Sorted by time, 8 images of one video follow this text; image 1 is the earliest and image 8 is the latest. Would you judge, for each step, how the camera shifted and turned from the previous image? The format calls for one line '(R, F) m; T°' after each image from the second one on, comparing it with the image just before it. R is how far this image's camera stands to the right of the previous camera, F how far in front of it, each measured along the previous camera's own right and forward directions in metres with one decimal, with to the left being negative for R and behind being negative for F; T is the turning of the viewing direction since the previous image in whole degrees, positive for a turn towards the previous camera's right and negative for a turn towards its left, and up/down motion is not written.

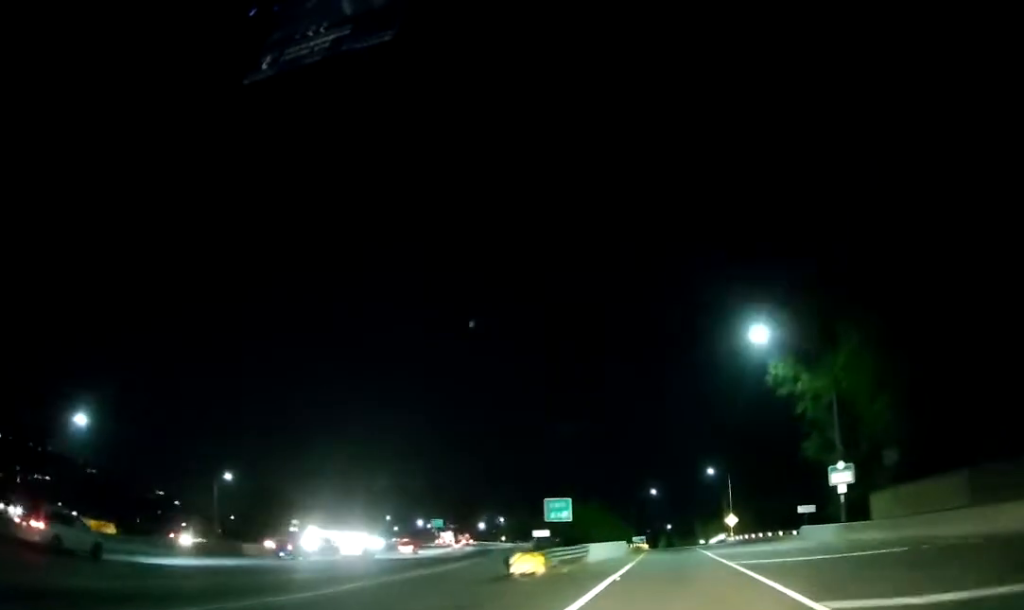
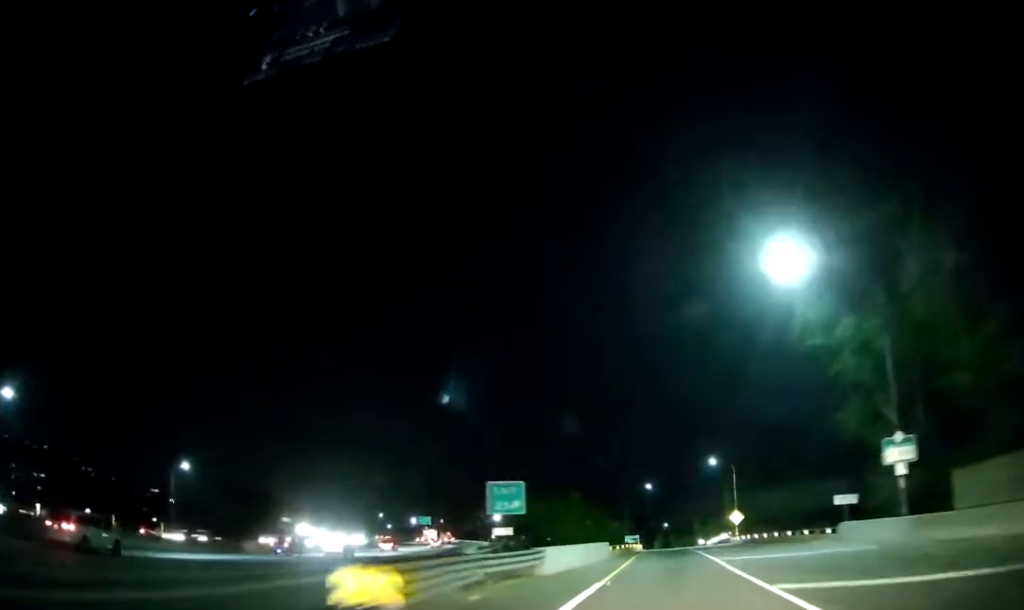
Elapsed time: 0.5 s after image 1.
(0.0, +11.7) m; 0°
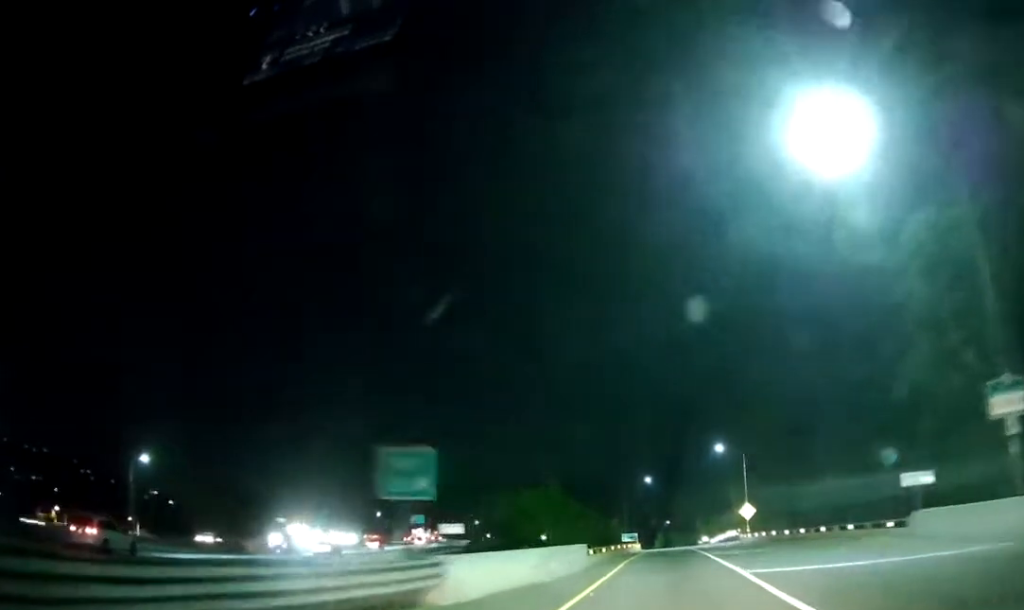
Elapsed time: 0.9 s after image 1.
(-0.1, +11.5) m; 0°
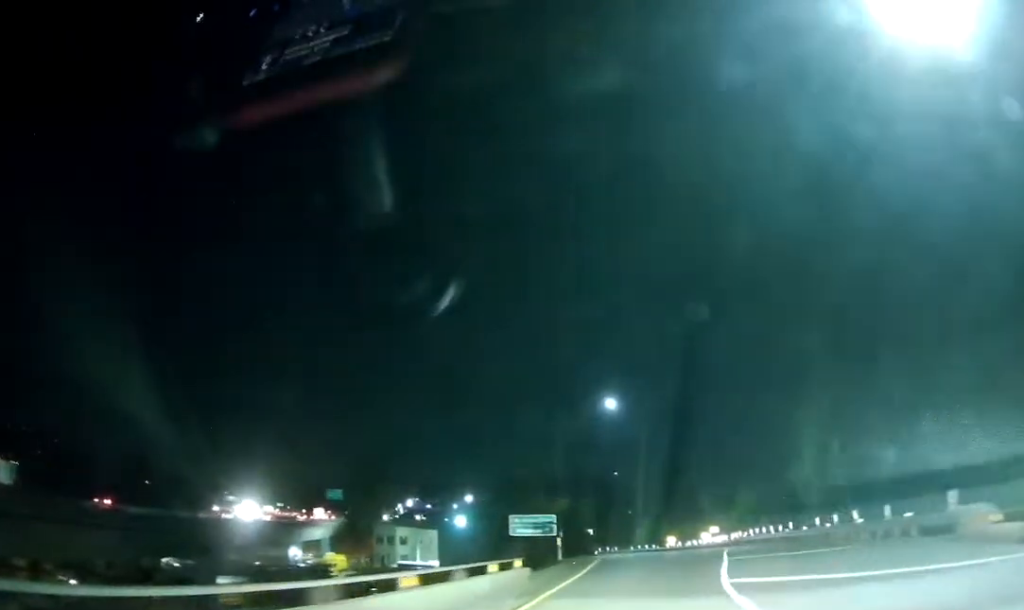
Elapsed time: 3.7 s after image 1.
(-0.1, +66.9) m; 0°
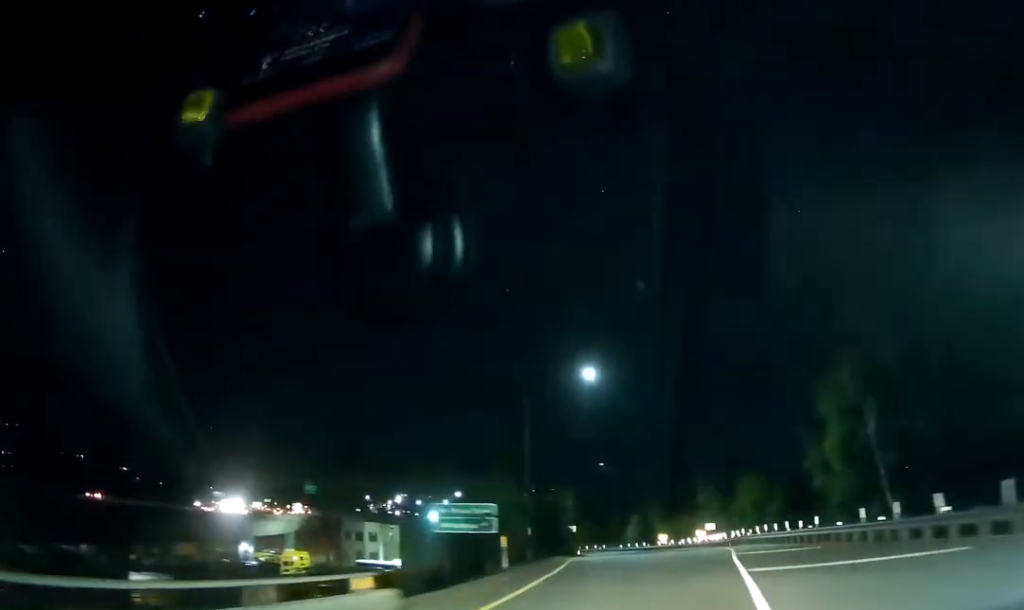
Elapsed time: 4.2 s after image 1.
(0.0, +10.8) m; 0°
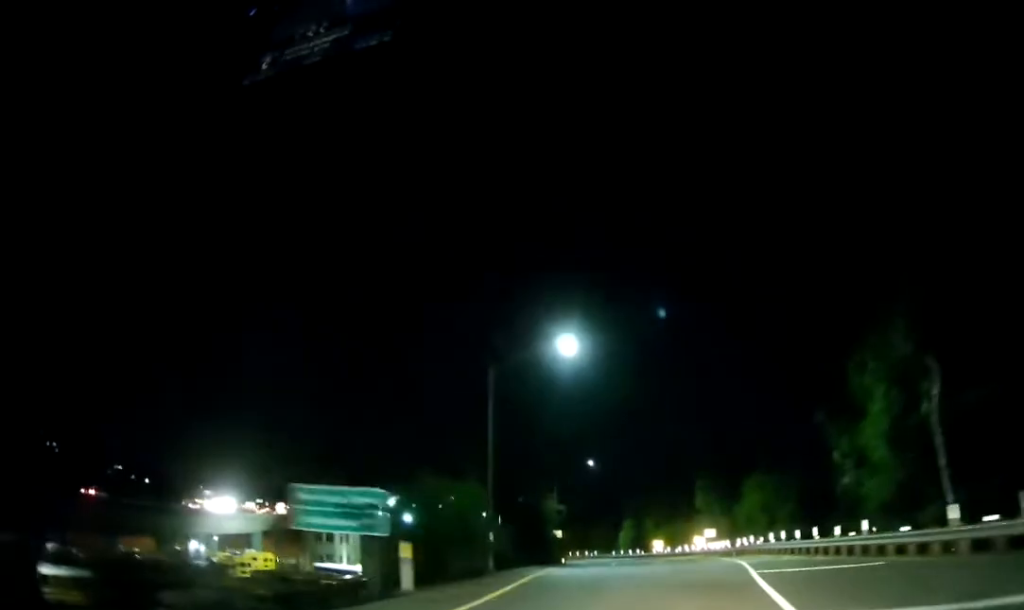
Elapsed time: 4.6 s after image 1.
(0.0, +9.0) m; 0°
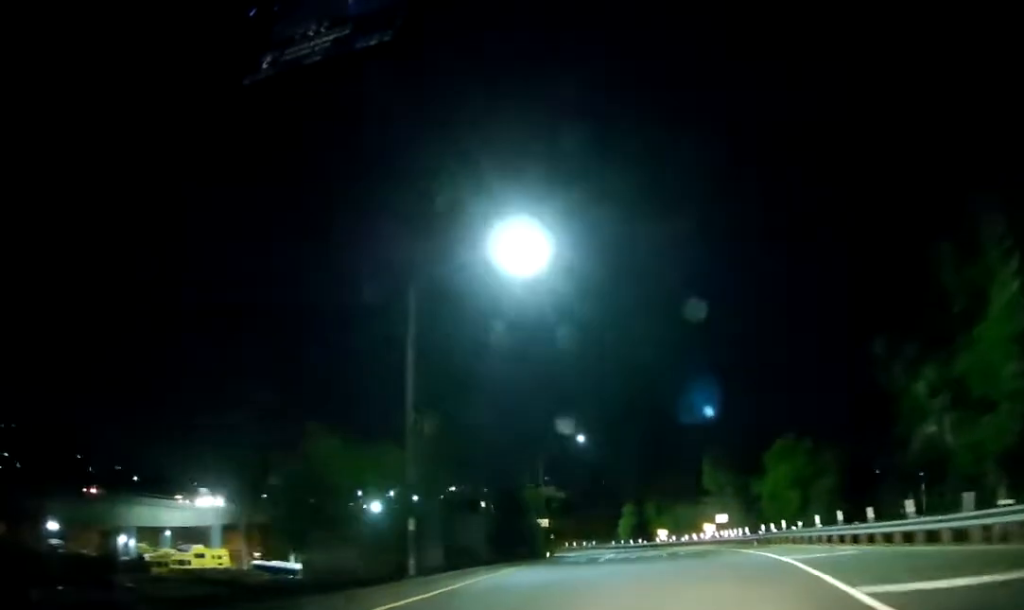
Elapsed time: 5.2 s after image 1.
(0.0, +13.5) m; 0°
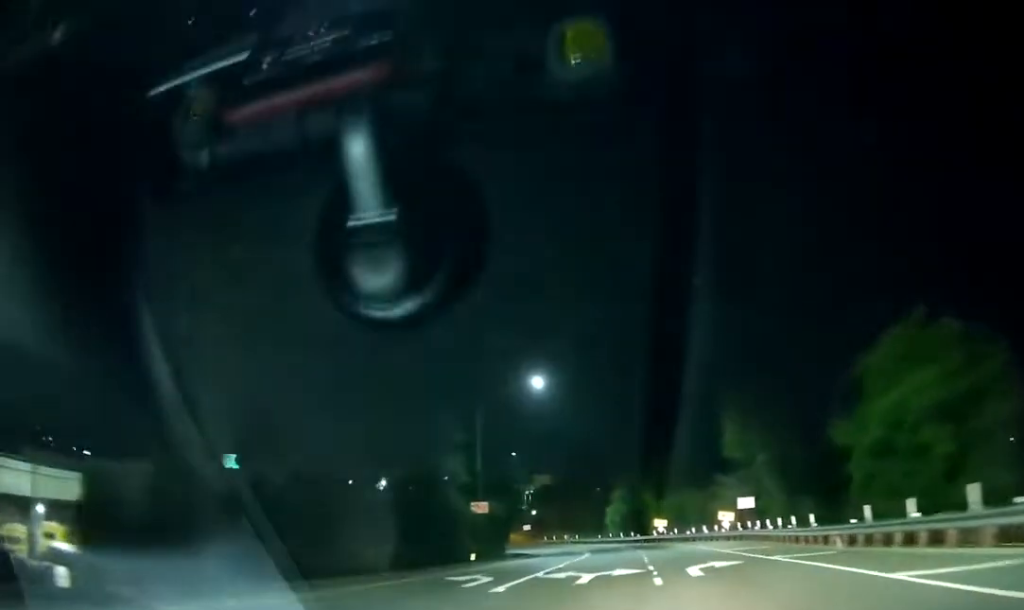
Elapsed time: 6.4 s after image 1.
(0.0, +25.3) m; 0°
